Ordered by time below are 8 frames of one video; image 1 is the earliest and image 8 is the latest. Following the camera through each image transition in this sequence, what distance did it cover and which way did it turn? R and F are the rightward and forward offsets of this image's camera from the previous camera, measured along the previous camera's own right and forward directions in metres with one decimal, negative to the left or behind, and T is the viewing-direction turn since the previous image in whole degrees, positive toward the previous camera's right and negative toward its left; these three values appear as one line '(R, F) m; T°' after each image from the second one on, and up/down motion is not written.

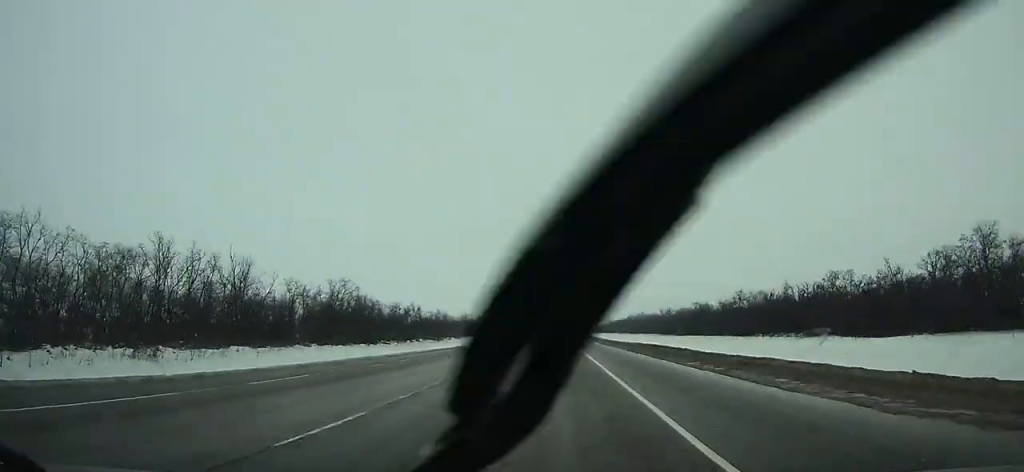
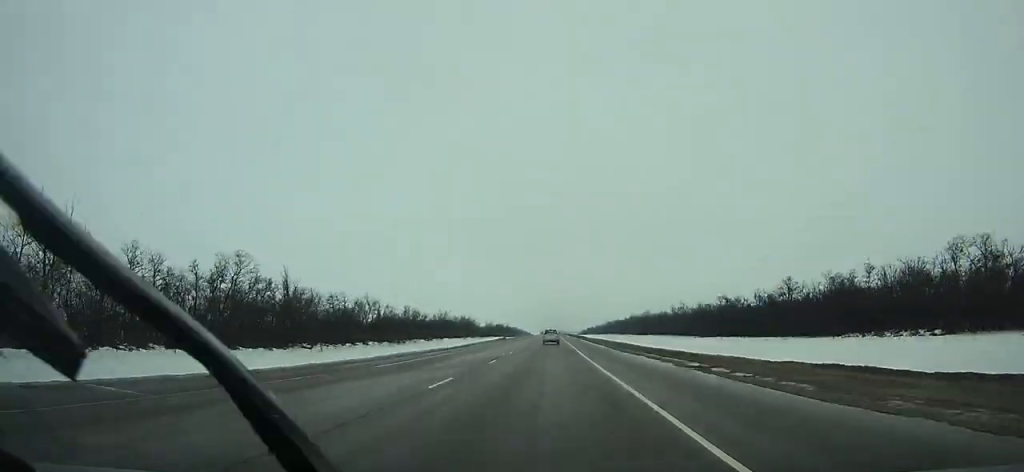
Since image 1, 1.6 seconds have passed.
(0.0, +40.5) m; 0°
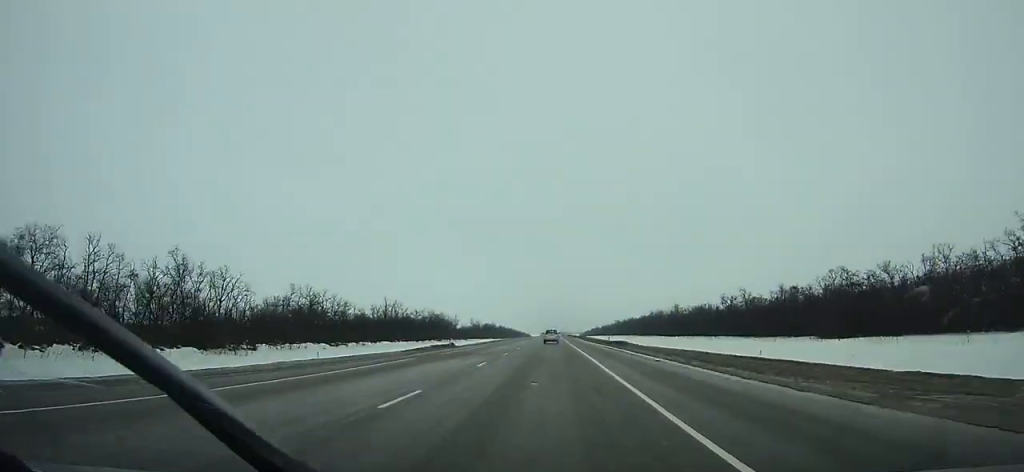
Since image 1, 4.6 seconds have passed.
(0.0, +76.3) m; 0°
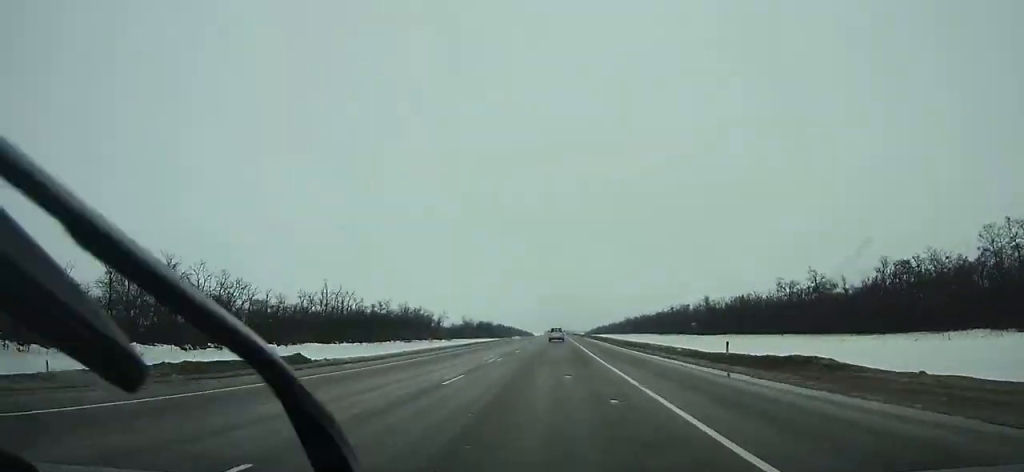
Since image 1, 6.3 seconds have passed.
(0.0, +43.4) m; 0°
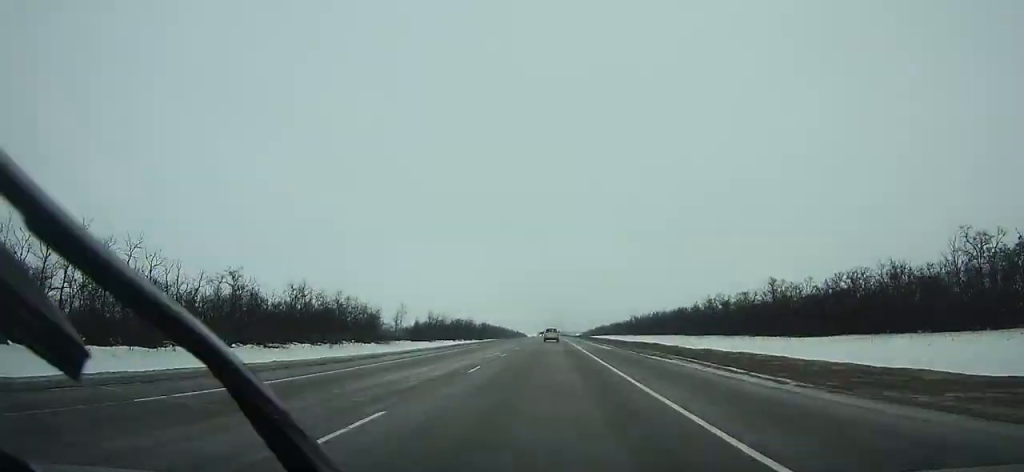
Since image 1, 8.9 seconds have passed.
(0.0, +66.7) m; 0°
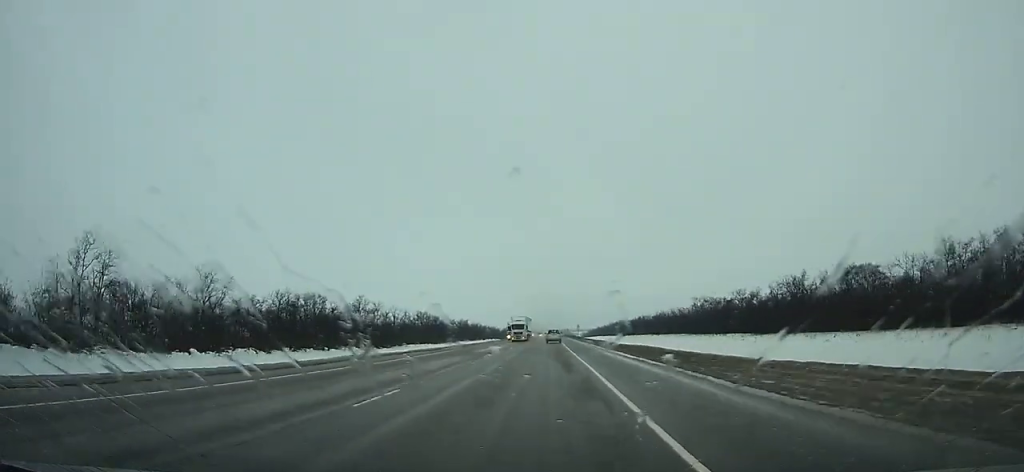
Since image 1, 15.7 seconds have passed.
(+0.7, +176.3) m; 0°
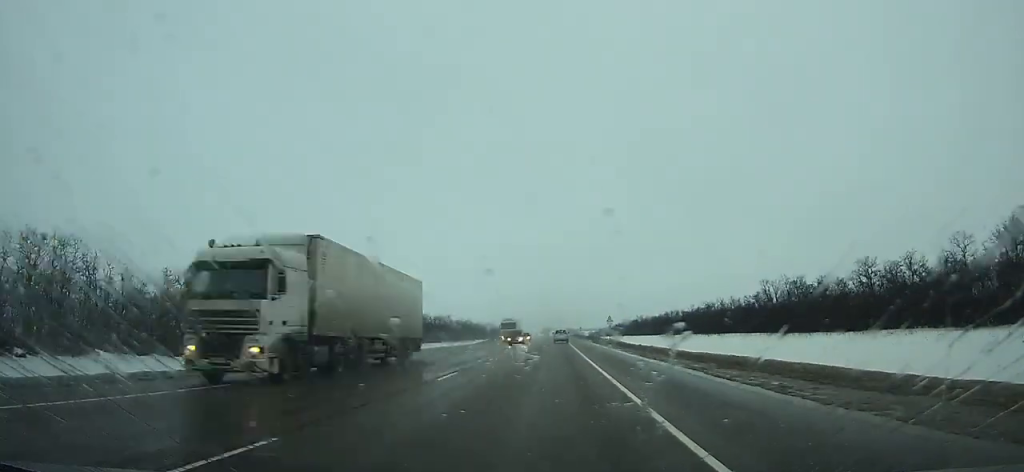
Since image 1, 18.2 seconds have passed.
(-0.1, +65.4) m; 0°
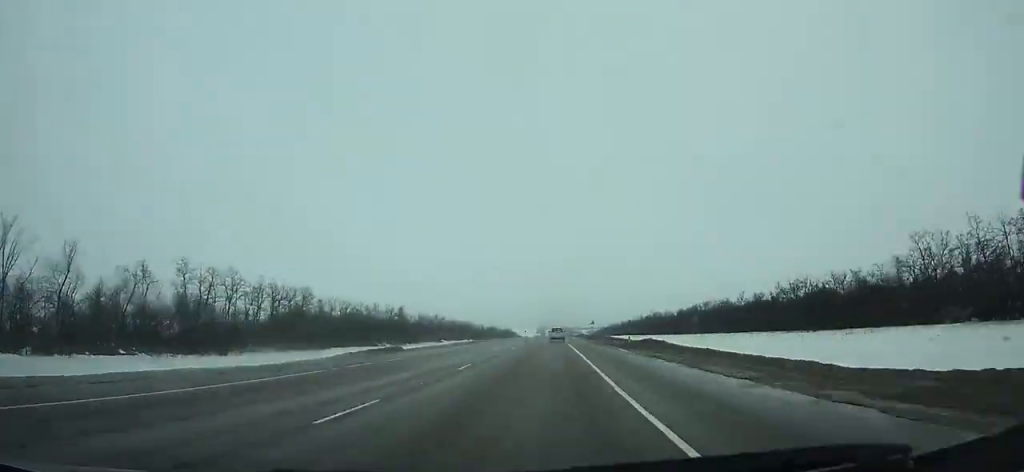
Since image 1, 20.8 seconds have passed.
(0.0, +68.1) m; 0°
